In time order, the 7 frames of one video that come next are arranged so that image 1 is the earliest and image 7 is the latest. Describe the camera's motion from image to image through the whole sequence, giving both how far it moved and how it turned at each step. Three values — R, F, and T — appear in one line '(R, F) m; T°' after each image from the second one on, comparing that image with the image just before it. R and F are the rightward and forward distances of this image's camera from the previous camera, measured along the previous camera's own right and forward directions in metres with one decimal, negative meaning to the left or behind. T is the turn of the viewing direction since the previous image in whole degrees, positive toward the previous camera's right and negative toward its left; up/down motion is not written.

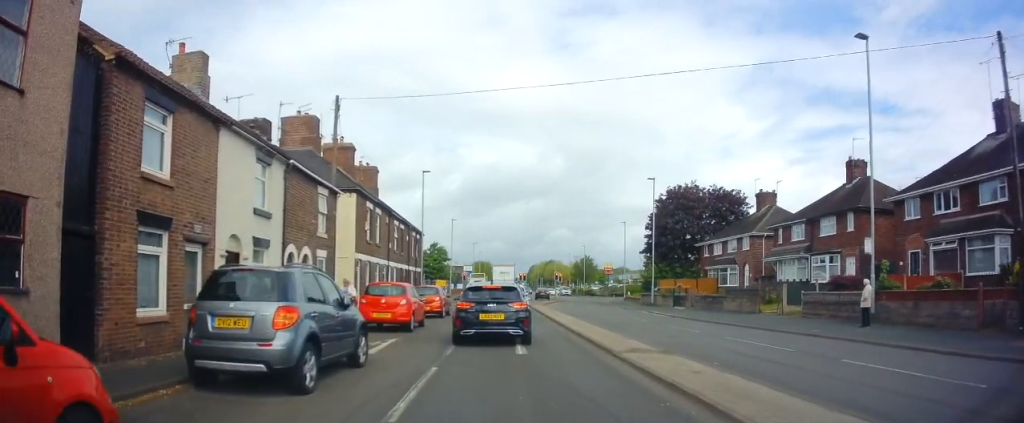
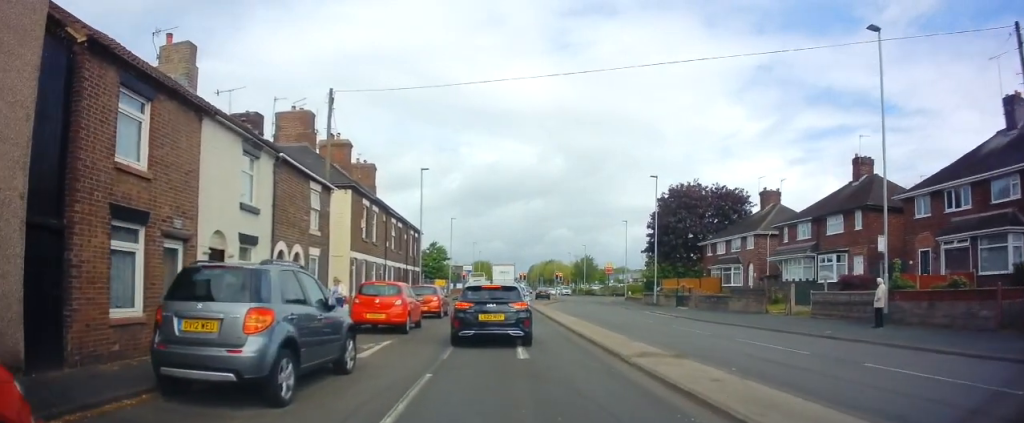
(-0.2, +0.7) m; -4°
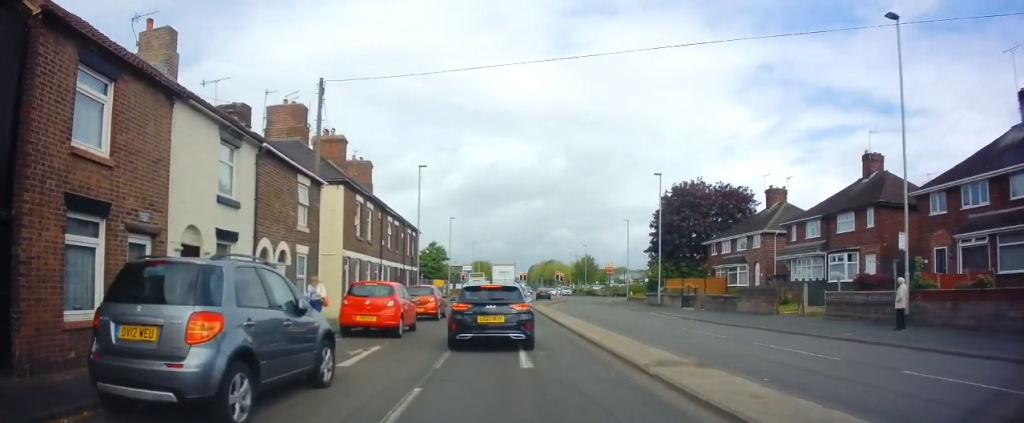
(-0.1, +1.1) m; -4°
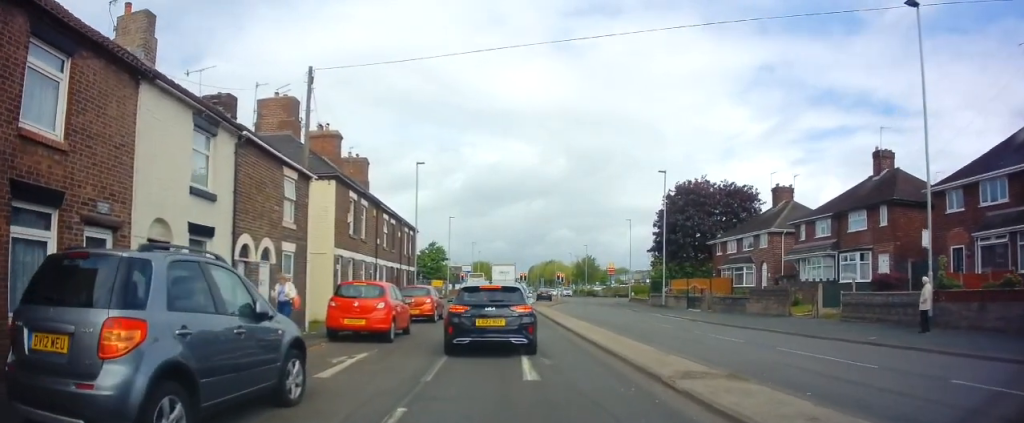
(+0.2, +1.2) m; 0°
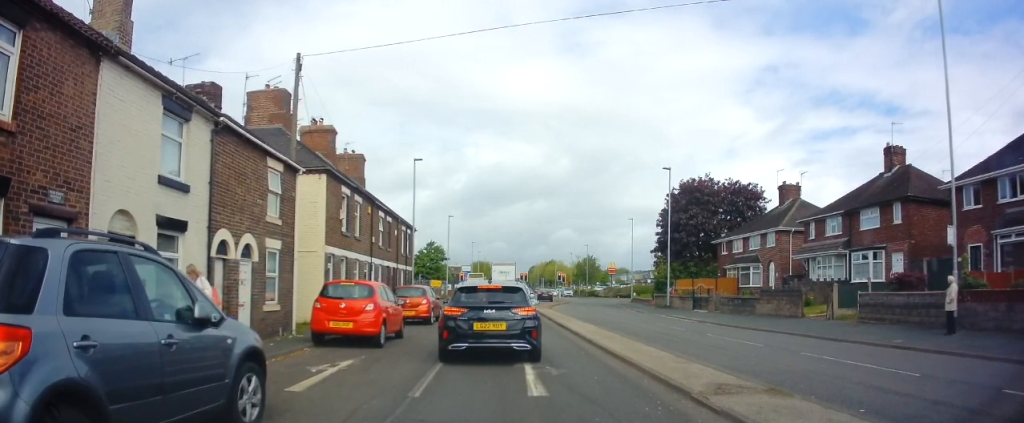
(+0.3, +1.0) m; 0°
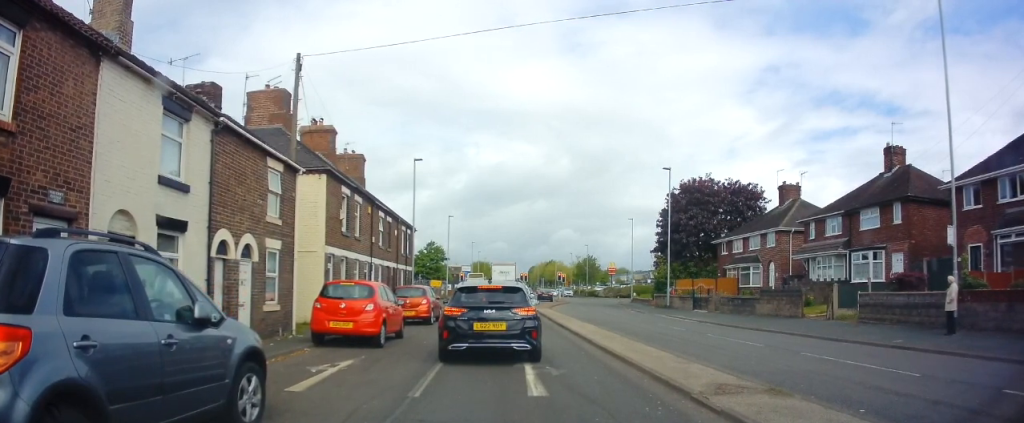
(0.0, 0.0) m; 0°
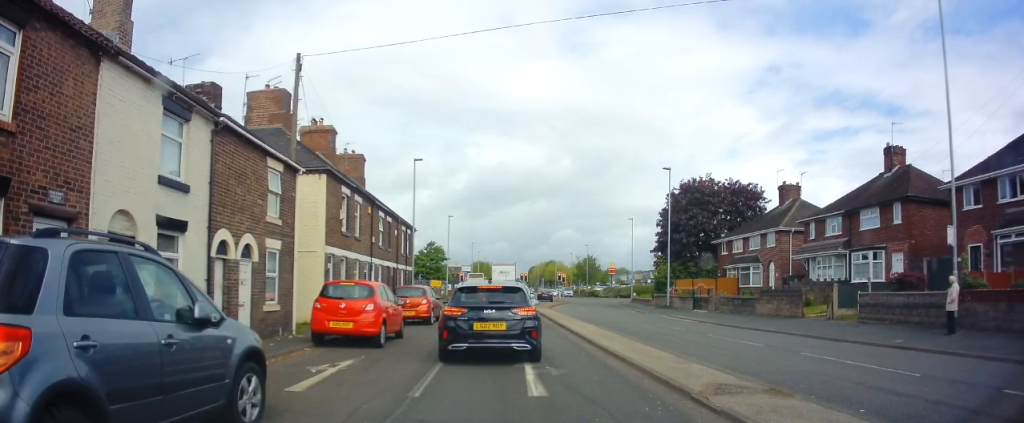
(0.0, 0.0) m; 0°
